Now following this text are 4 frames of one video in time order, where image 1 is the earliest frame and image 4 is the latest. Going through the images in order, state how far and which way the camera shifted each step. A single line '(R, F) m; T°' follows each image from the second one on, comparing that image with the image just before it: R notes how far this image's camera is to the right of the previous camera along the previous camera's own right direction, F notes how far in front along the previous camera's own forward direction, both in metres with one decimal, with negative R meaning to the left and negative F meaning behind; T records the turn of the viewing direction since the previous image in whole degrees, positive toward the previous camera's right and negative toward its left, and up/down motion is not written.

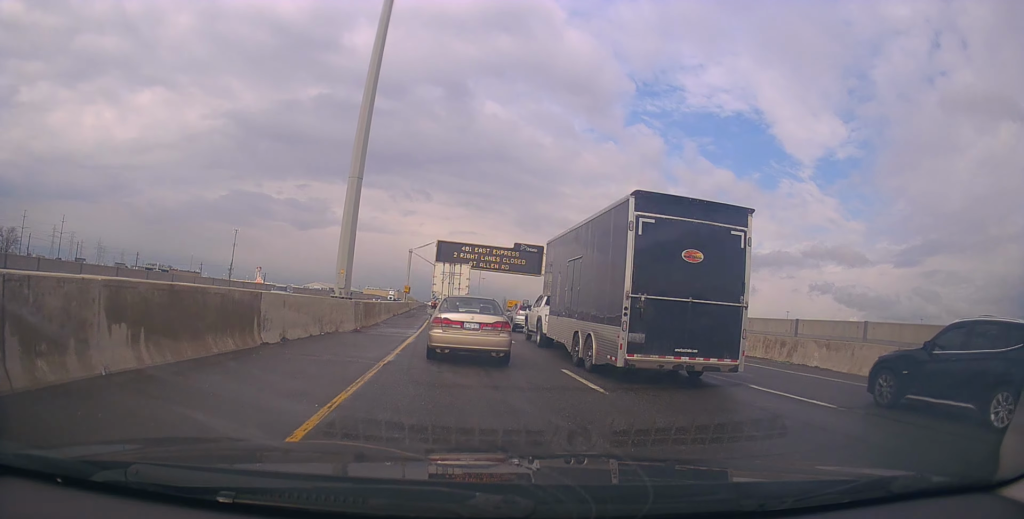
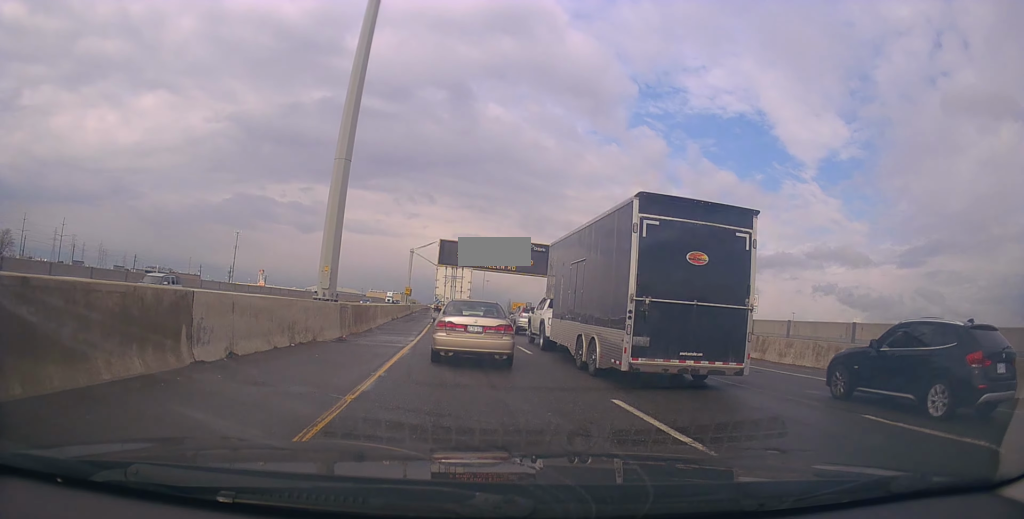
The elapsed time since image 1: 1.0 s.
(+0.1, +3.8) m; 0°
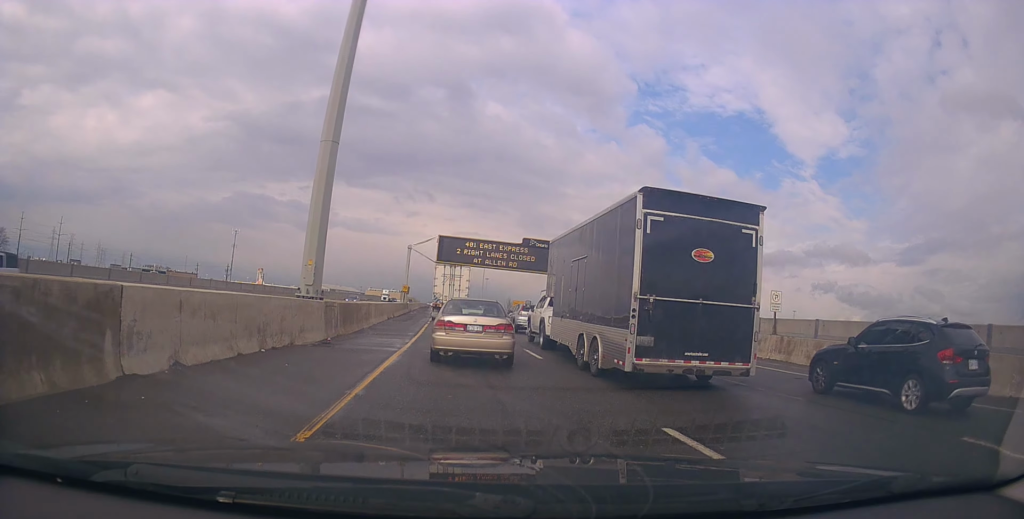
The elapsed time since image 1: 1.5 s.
(0.0, +2.1) m; -3°
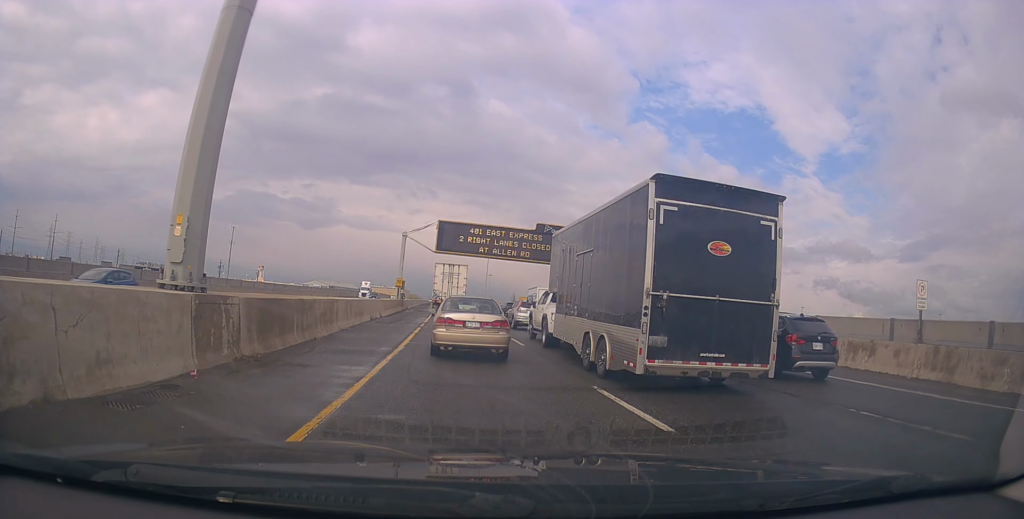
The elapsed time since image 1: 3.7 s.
(-0.1, +9.1) m; +6°
